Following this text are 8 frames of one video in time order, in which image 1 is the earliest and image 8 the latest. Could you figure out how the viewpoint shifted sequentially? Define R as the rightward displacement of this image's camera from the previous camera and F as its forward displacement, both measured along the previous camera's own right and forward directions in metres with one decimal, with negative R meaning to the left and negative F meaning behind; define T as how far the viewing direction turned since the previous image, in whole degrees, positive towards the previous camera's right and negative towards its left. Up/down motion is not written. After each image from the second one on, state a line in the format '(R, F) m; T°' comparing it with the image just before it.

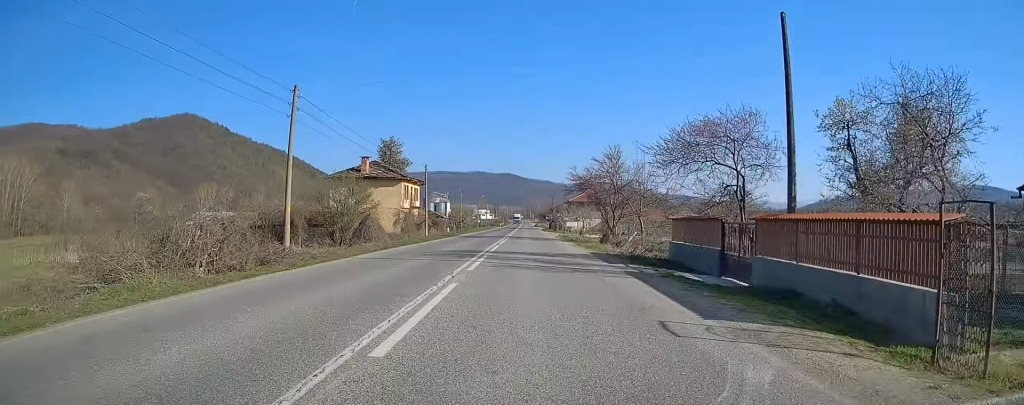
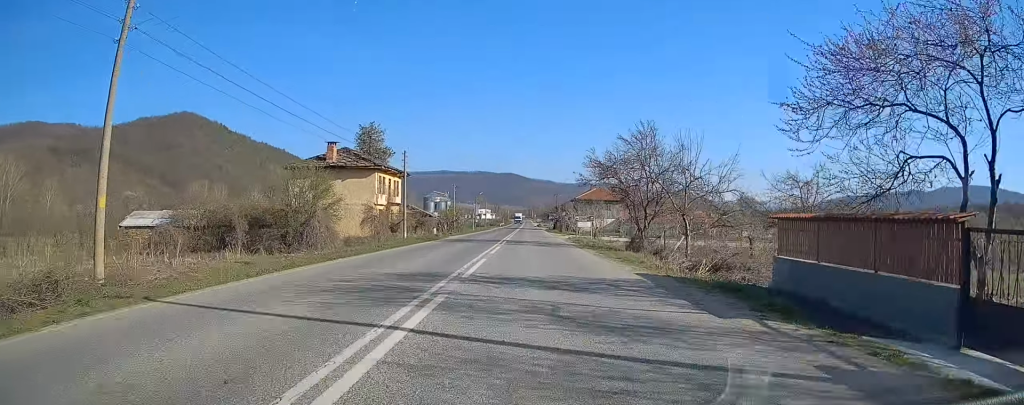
(+0.1, +10.7) m; 0°
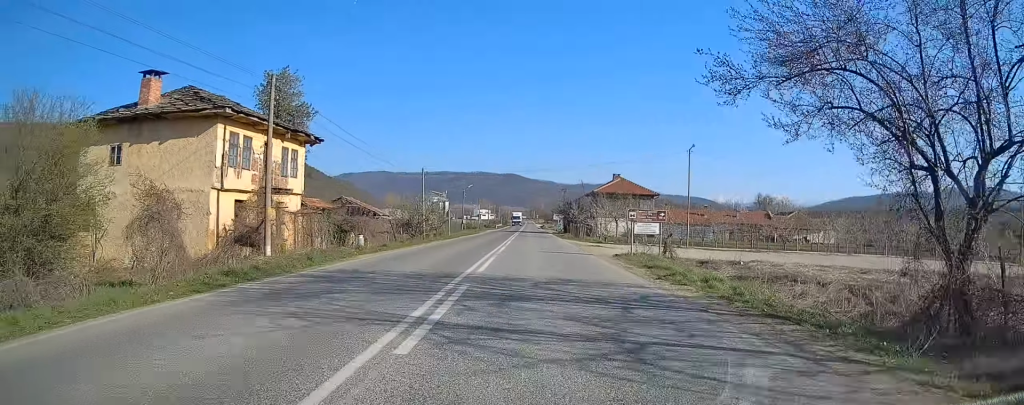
(-0.3, +24.7) m; 0°
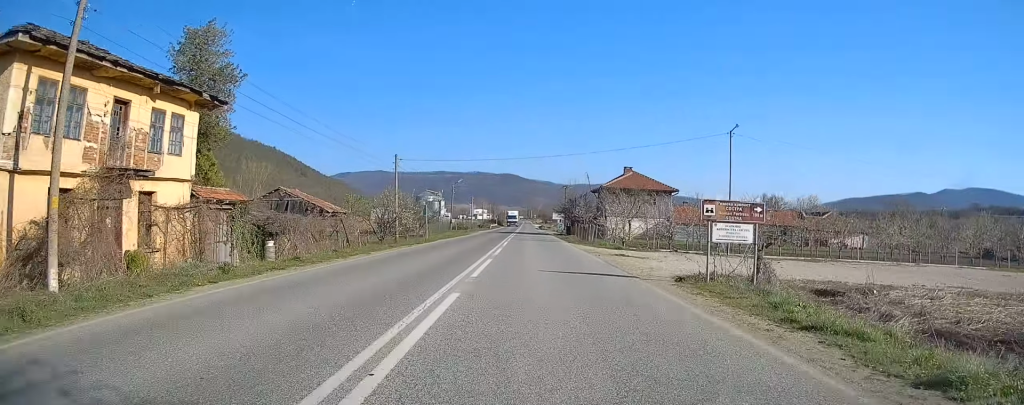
(+0.1, +10.5) m; 0°
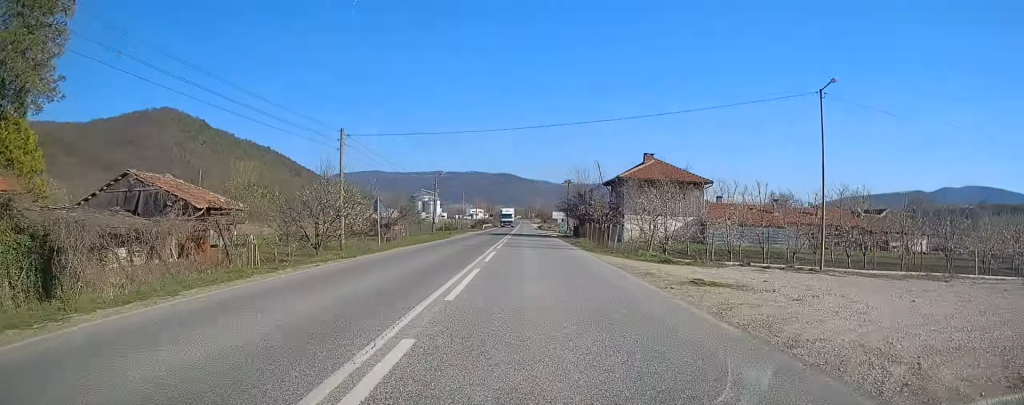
(+0.1, +12.8) m; 0°
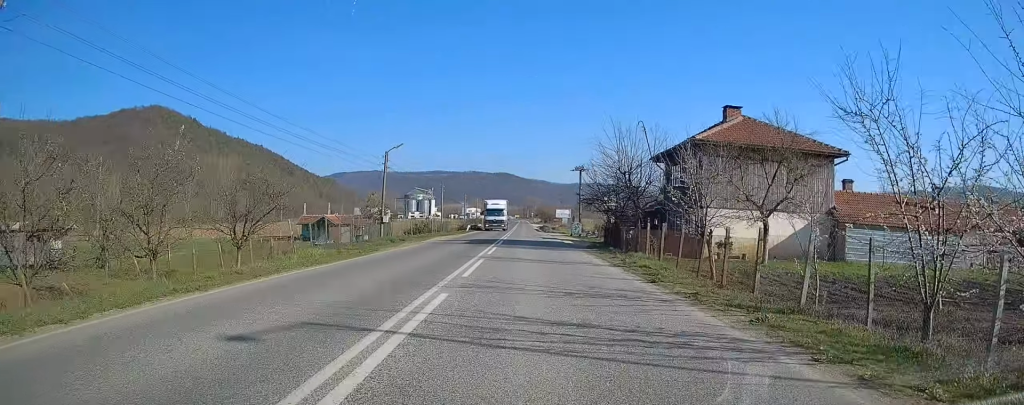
(0.0, +23.1) m; 0°
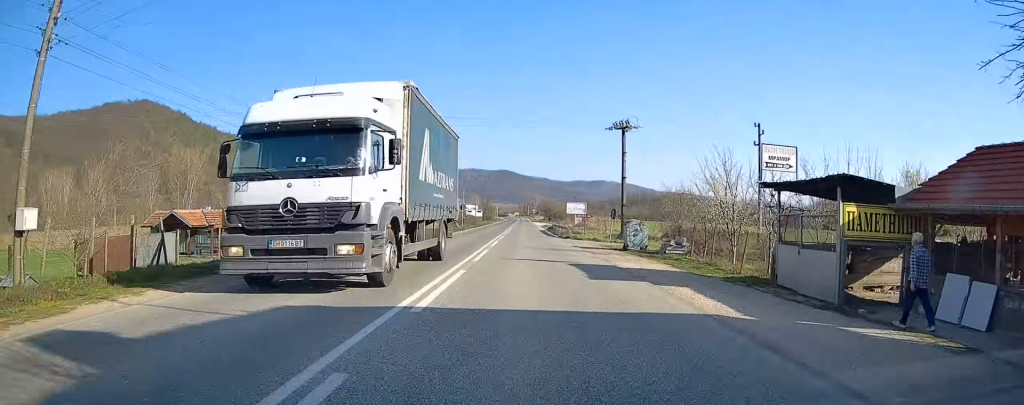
(-0.2, +32.4) m; 0°
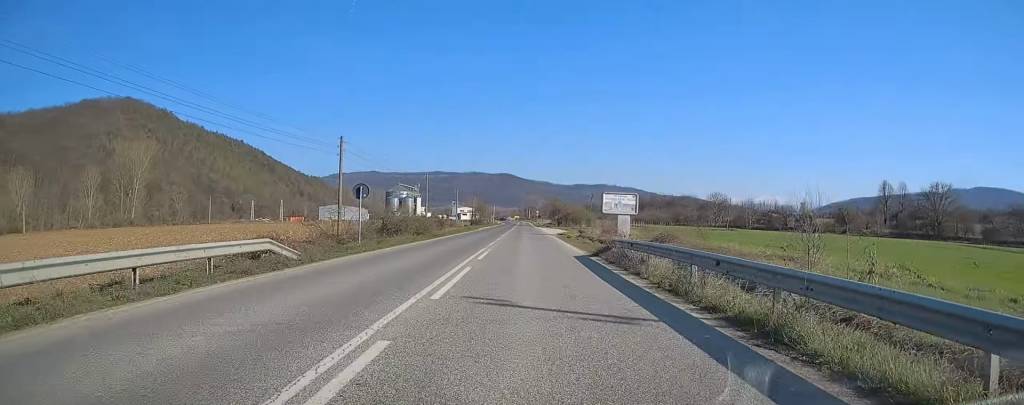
(0.0, +44.1) m; 0°
